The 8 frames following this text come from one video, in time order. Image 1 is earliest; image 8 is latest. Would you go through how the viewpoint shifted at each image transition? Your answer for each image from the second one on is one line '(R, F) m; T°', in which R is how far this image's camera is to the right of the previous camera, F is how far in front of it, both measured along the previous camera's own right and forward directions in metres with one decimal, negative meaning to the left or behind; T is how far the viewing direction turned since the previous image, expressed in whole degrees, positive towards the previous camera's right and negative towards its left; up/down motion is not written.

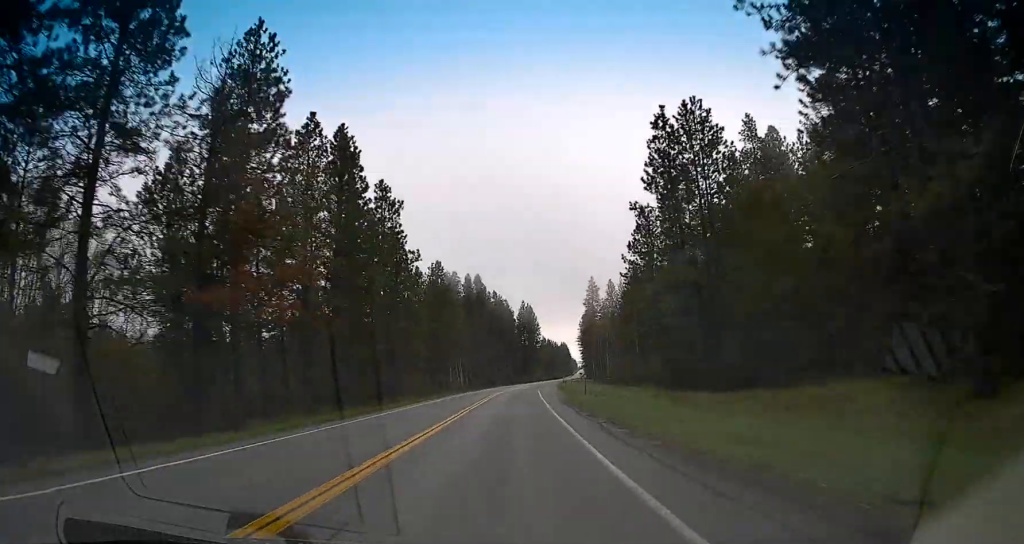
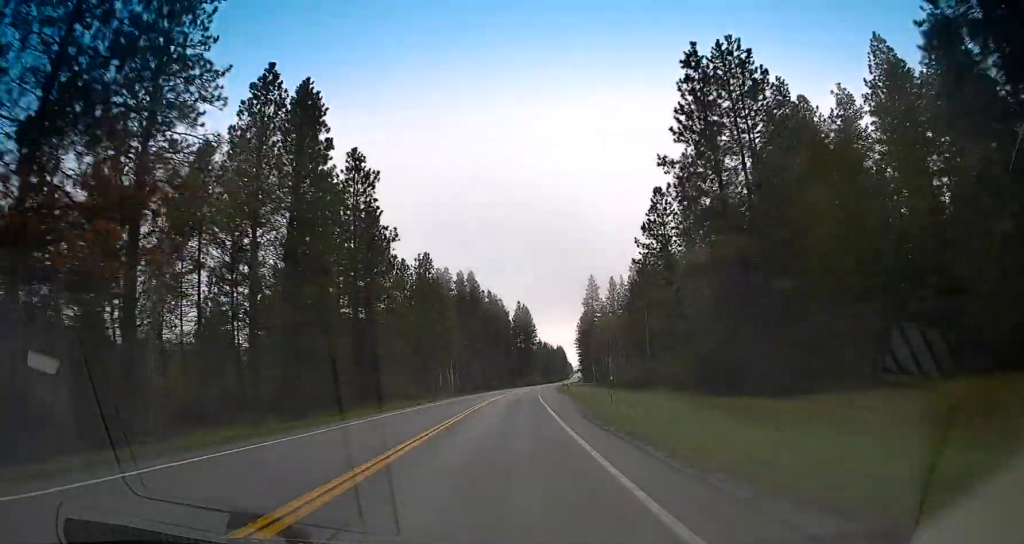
(-0.1, +11.9) m; 0°
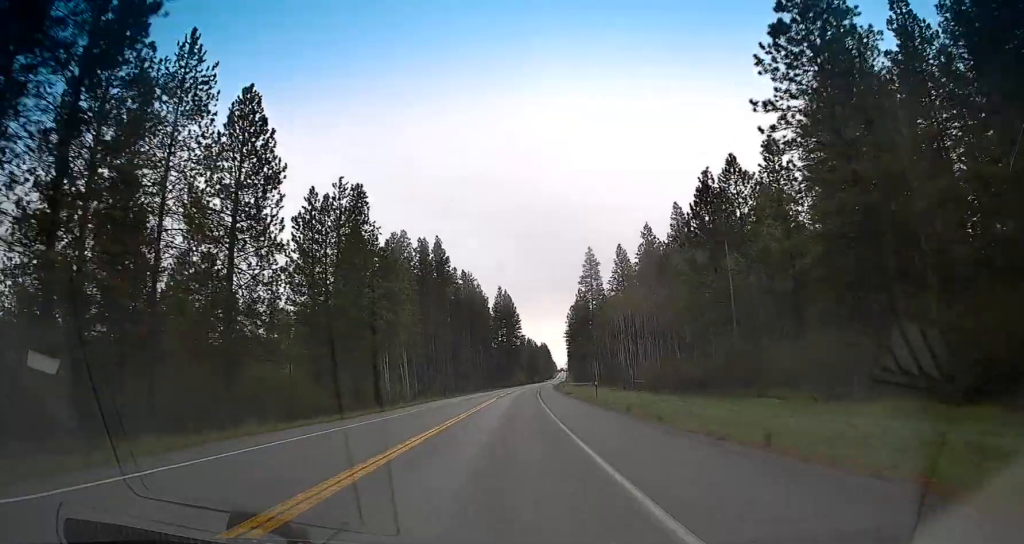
(+0.6, +42.9) m; +2°
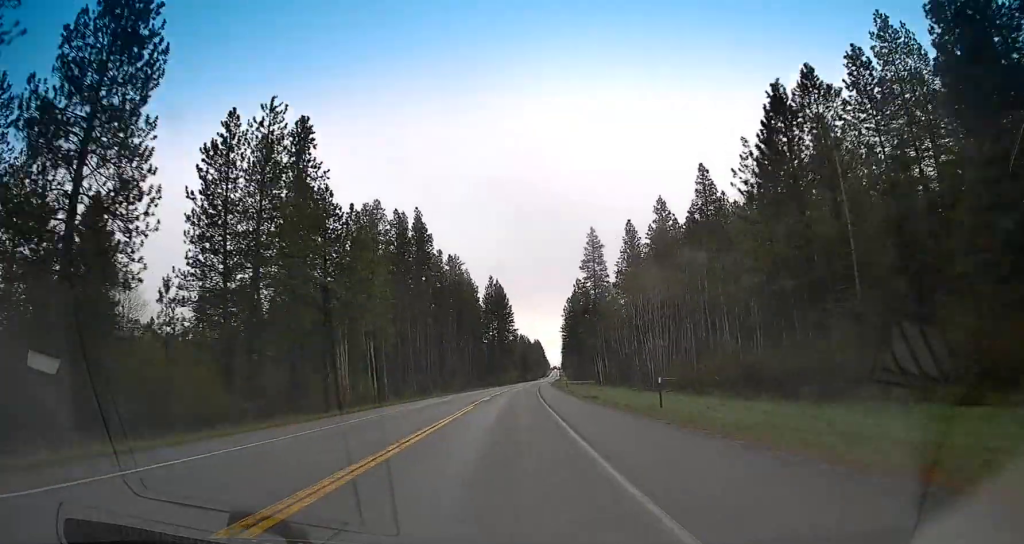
(+0.1, +20.7) m; +1°
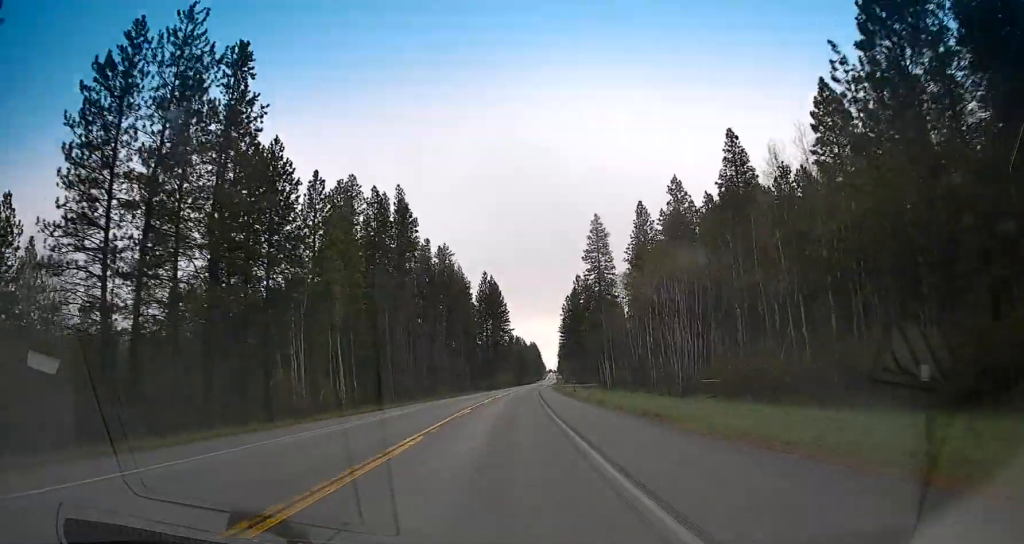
(+0.7, +15.6) m; +1°
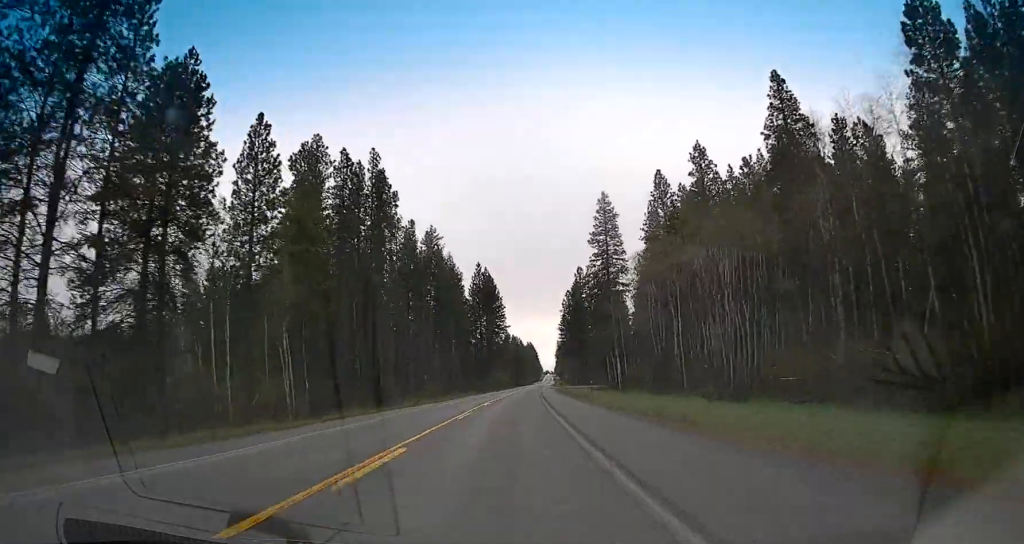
(-0.3, +18.5) m; 0°
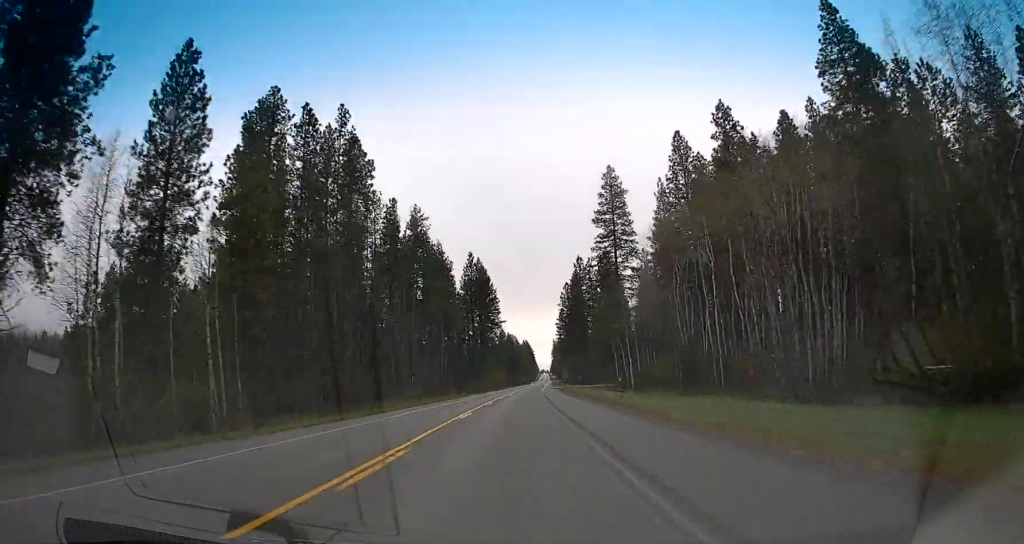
(-0.3, +16.0) m; +1°
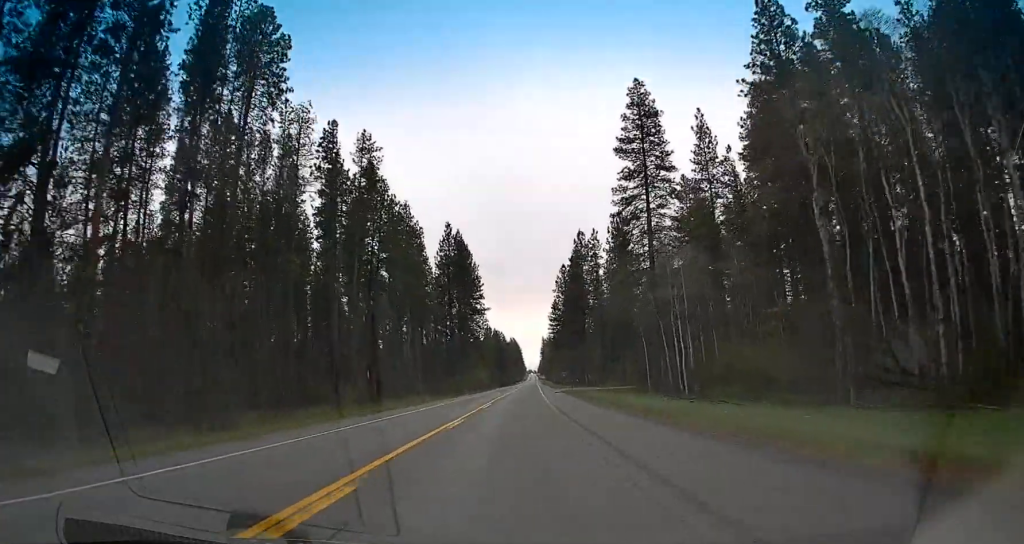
(+1.4, +35.4) m; +2°
